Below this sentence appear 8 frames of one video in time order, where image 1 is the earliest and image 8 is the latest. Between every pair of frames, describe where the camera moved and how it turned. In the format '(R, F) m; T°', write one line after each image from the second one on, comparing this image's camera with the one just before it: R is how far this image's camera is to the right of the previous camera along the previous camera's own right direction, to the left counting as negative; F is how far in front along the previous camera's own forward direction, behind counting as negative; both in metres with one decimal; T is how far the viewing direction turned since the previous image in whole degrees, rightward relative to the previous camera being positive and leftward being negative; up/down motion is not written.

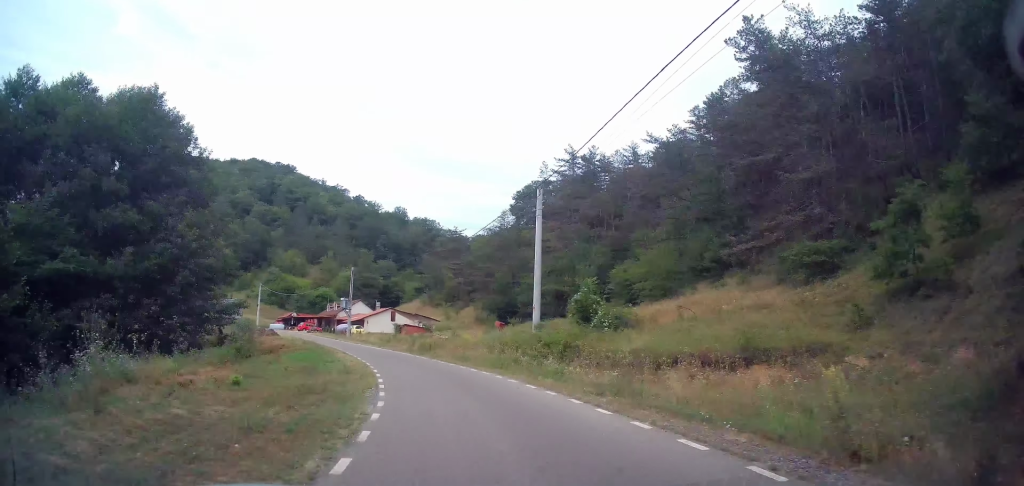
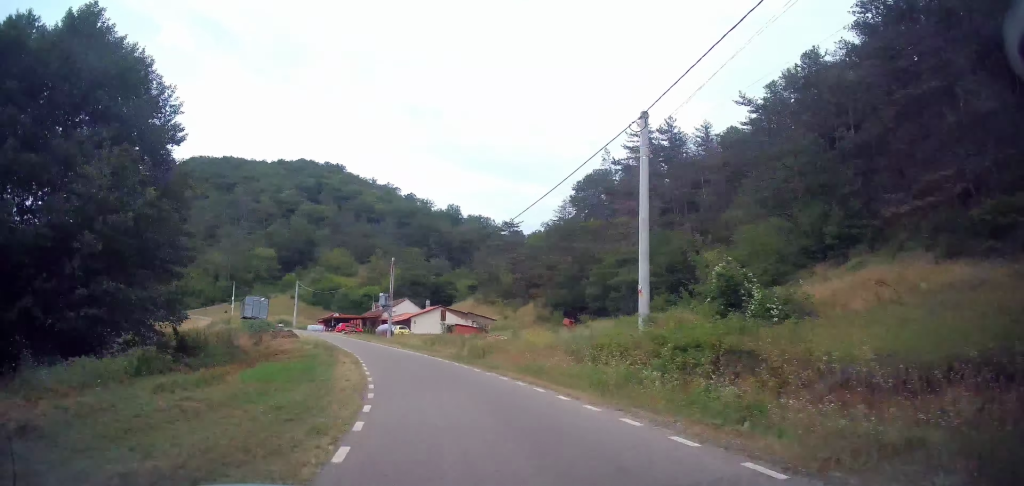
(-0.3, +9.0) m; -4°
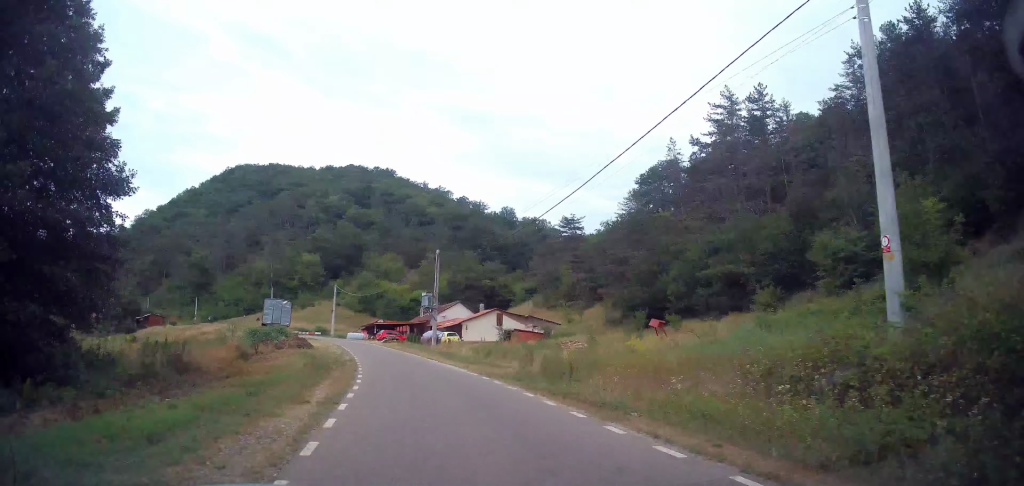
(-0.4, +9.2) m; -5°
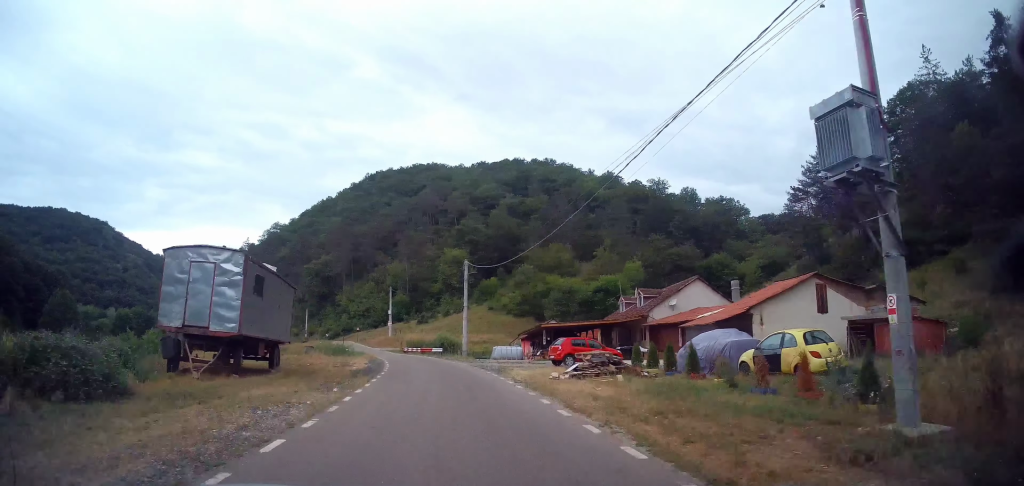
(-6.4, +36.5) m; -19°
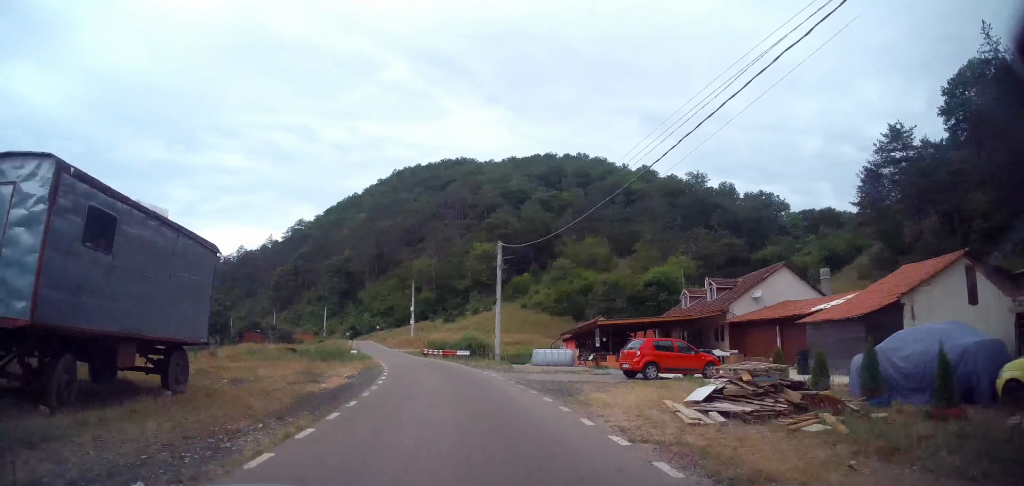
(-0.2, +8.8) m; -4°
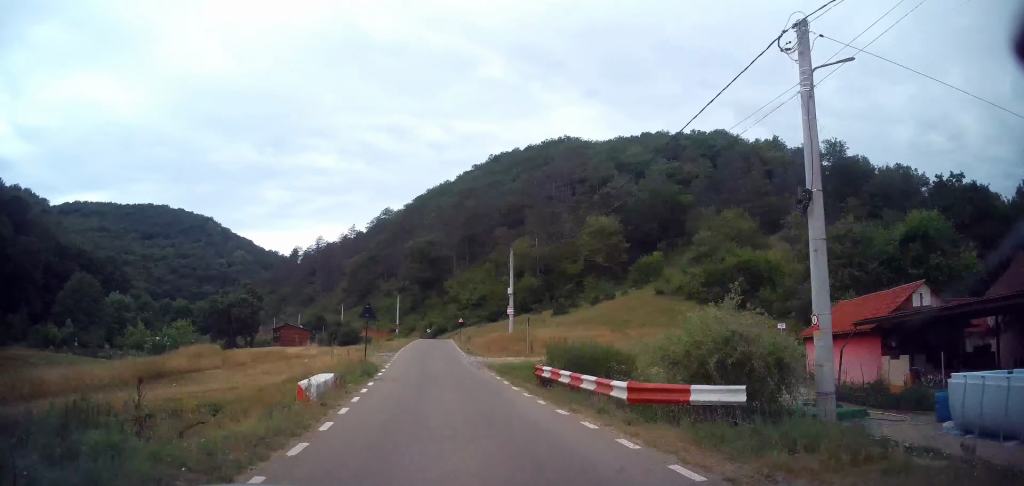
(-2.4, +26.6) m; -9°
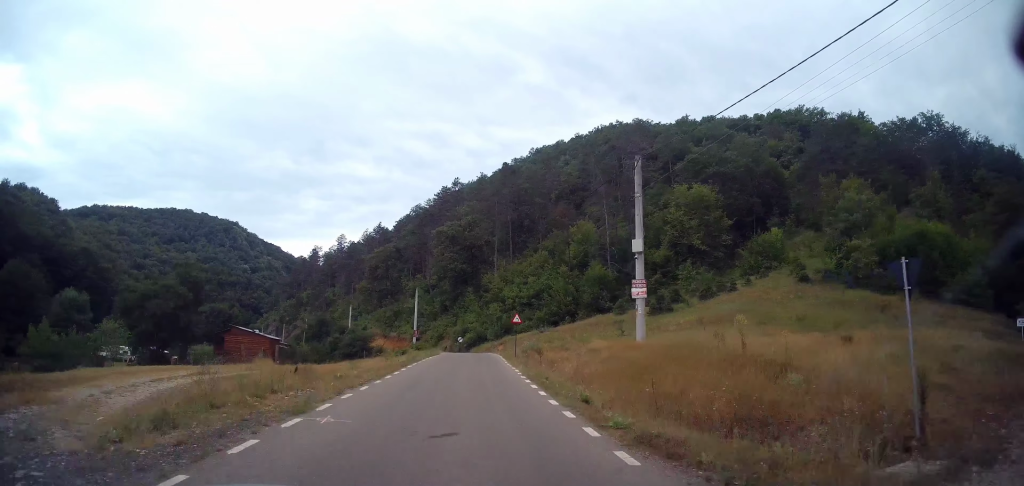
(-1.5, +26.7) m; -3°
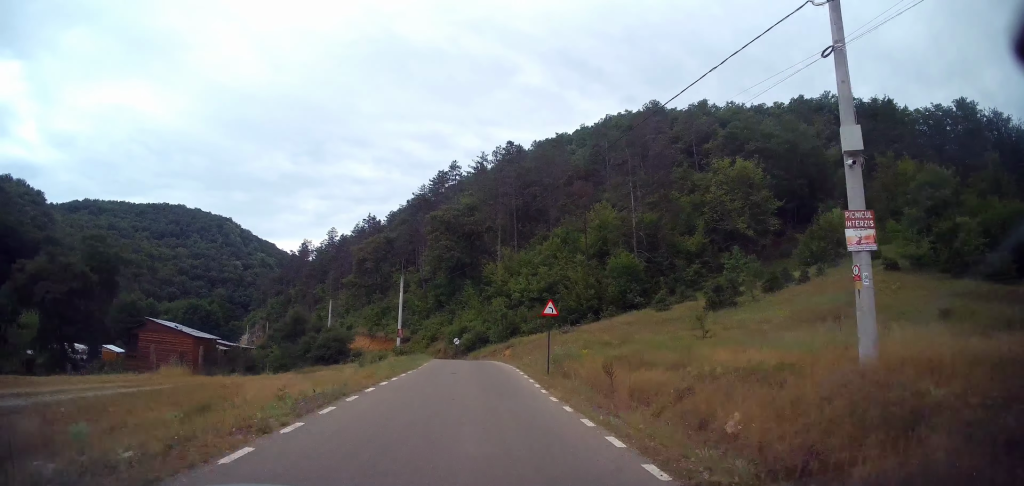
(+0.4, +12.9) m; 0°
